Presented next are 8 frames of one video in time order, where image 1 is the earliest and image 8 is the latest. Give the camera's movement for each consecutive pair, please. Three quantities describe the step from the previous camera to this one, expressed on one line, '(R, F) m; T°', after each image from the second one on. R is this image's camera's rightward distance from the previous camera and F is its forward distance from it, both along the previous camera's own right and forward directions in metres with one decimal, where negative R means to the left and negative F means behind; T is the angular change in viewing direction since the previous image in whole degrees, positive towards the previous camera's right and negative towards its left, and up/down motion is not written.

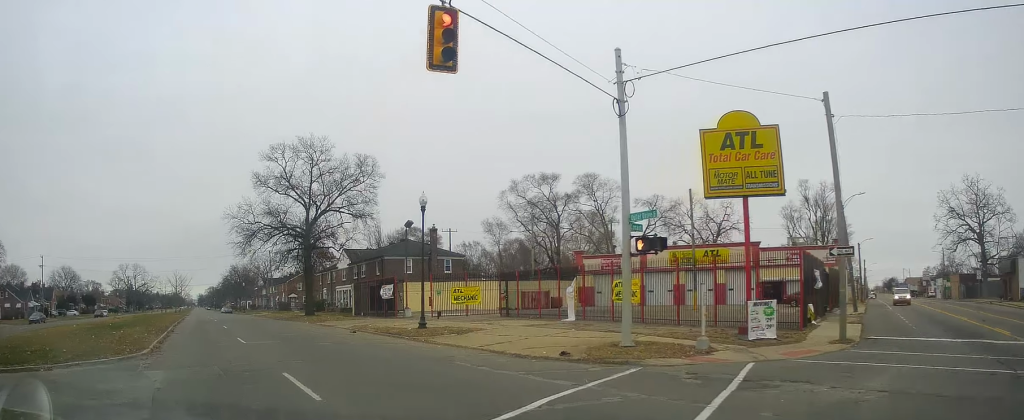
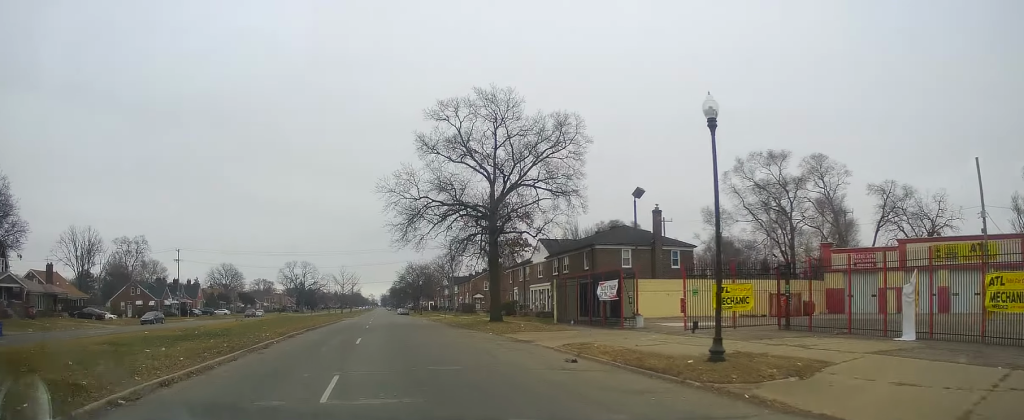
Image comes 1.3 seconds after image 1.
(-3.0, +13.8) m; -21°
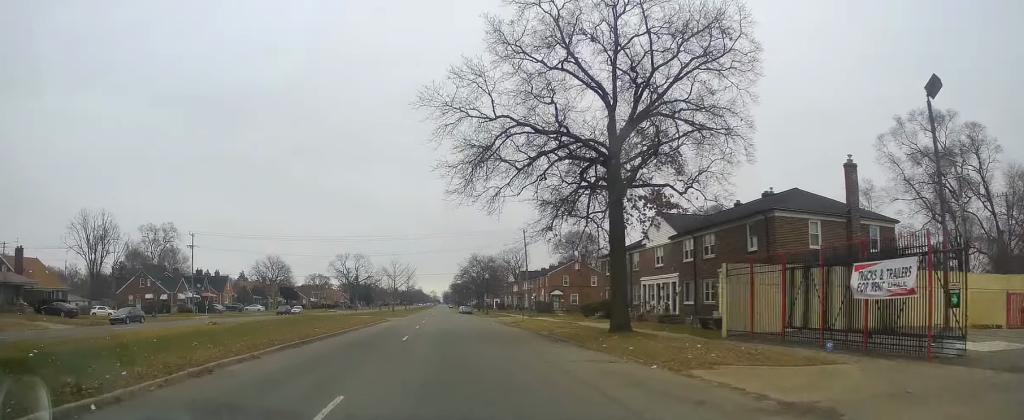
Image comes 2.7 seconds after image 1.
(-2.1, +16.8) m; -13°
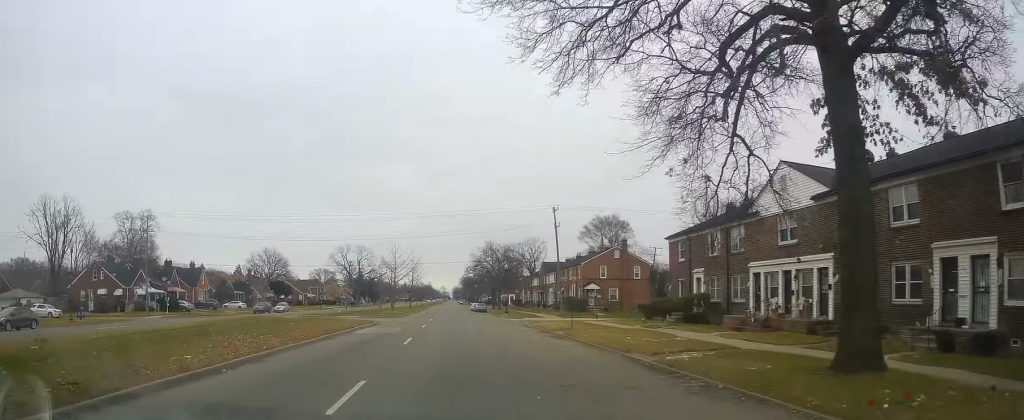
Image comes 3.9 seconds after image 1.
(-1.0, +15.6) m; -5°
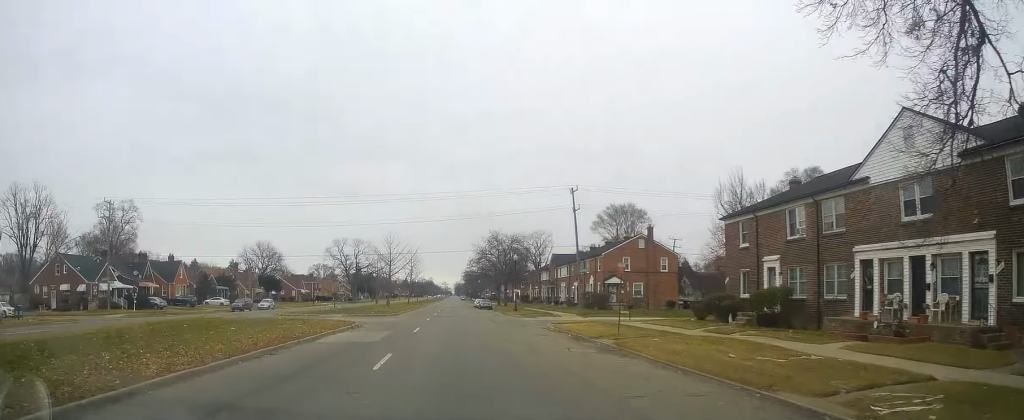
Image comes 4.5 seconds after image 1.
(+0.1, +8.6) m; -1°
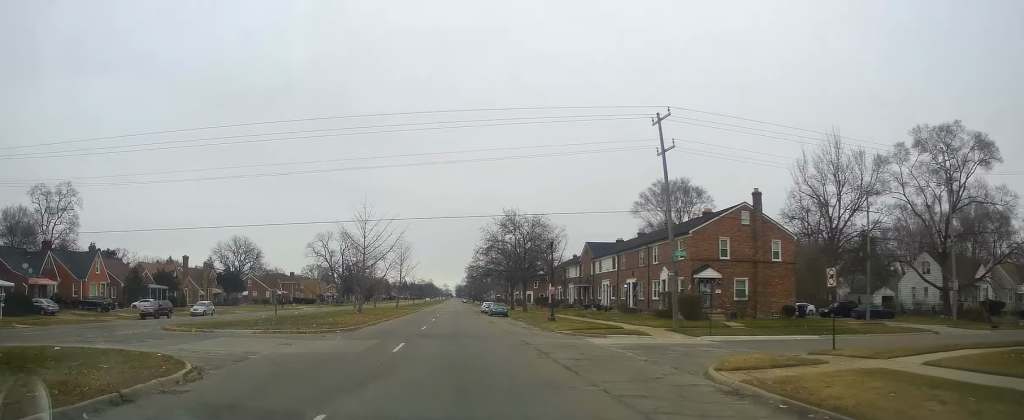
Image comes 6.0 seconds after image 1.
(-0.7, +23.7) m; -1°
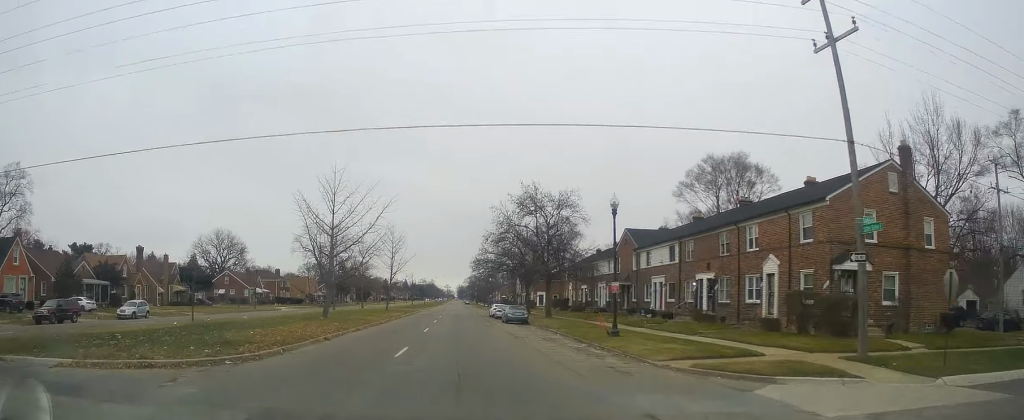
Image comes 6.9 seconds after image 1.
(+0.2, +16.3) m; +1°
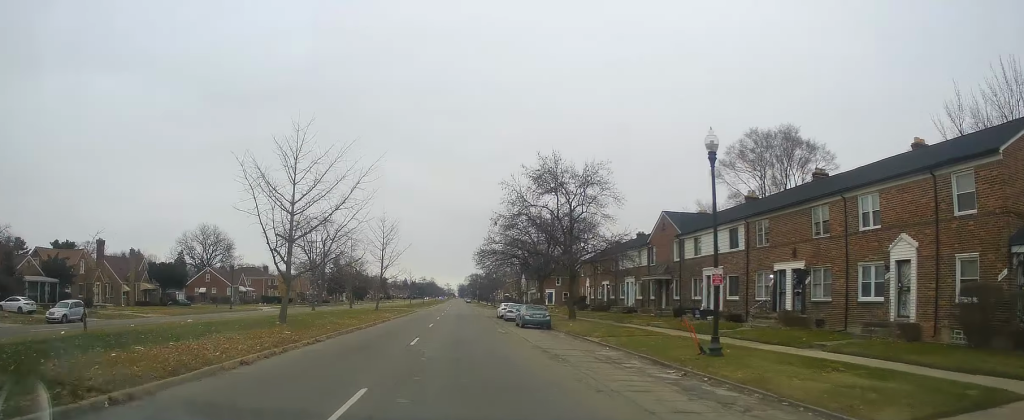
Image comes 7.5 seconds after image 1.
(+0.3, +10.8) m; 0°
